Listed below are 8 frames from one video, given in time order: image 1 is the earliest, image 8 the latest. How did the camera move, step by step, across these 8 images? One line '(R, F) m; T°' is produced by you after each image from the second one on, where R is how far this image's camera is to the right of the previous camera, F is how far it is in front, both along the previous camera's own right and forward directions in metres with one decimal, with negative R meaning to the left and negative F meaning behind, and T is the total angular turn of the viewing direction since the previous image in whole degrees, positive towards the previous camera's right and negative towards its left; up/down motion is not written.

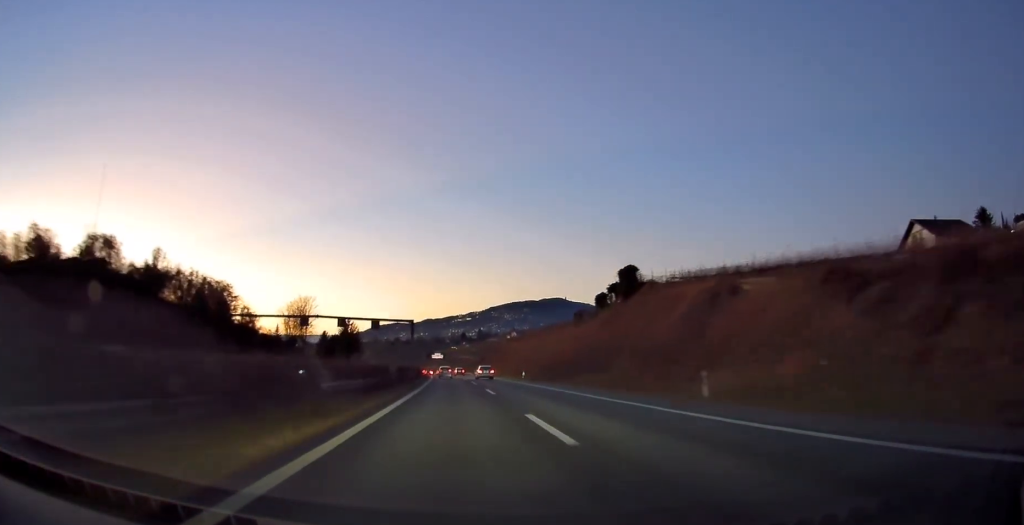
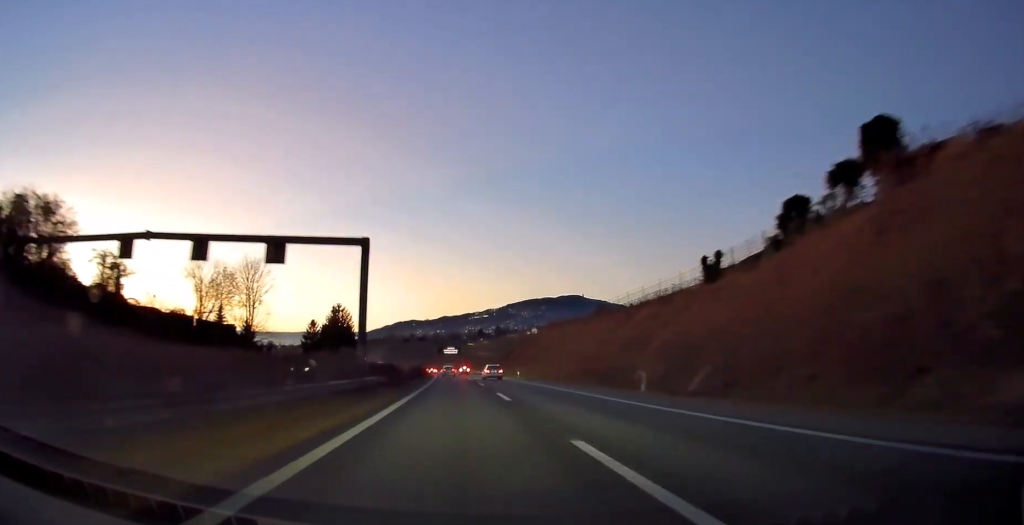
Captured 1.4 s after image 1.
(-0.3, +41.8) m; 0°
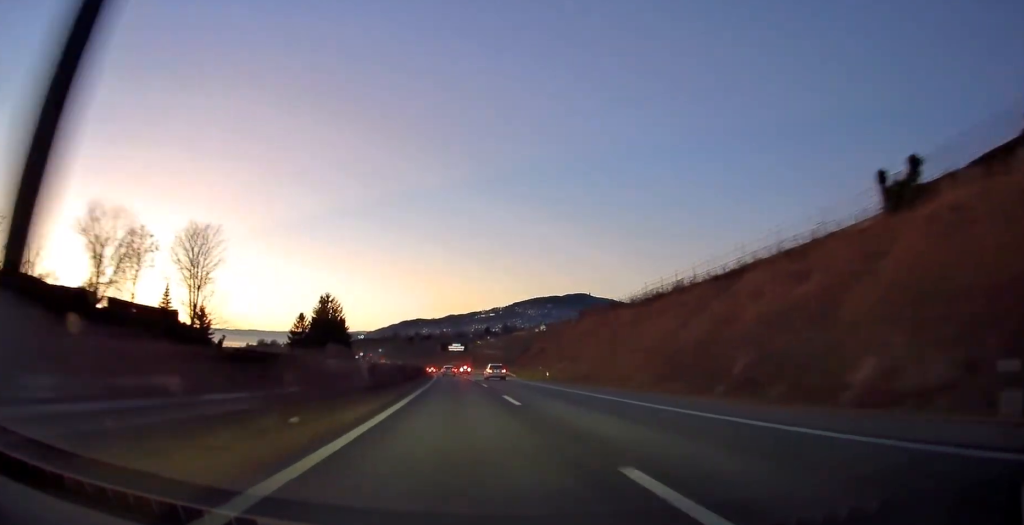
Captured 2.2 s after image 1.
(-0.1, +21.7) m; -1°
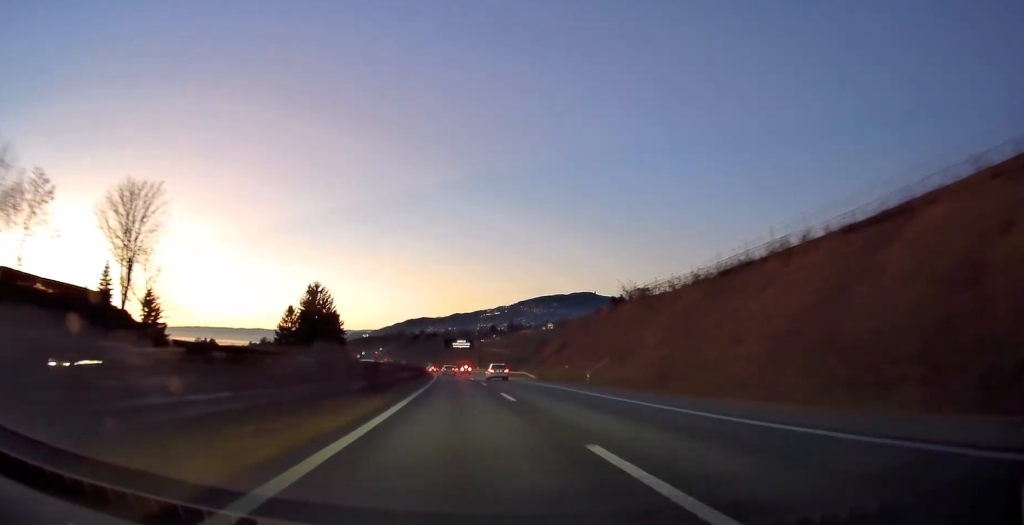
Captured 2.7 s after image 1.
(0.0, +15.8) m; -1°
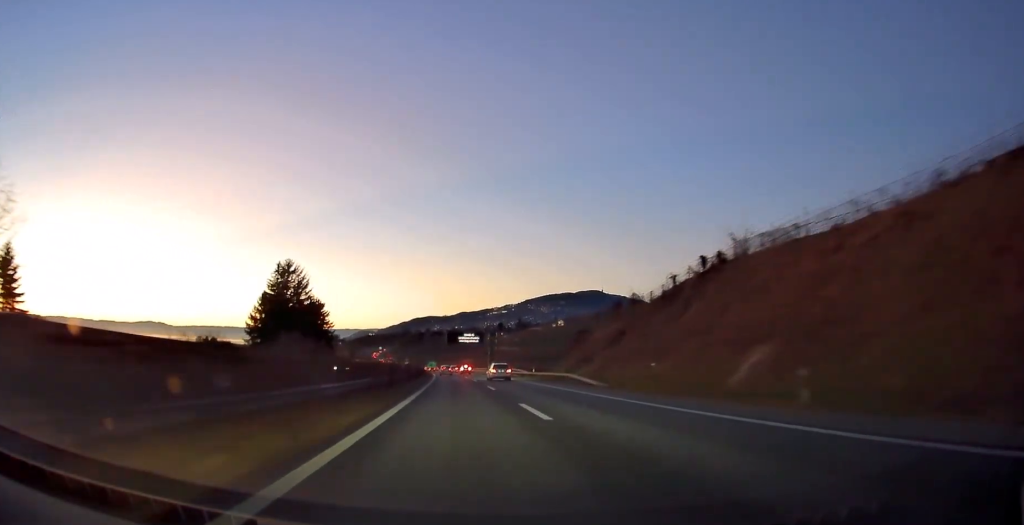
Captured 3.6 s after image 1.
(-0.3, +26.7) m; -1°
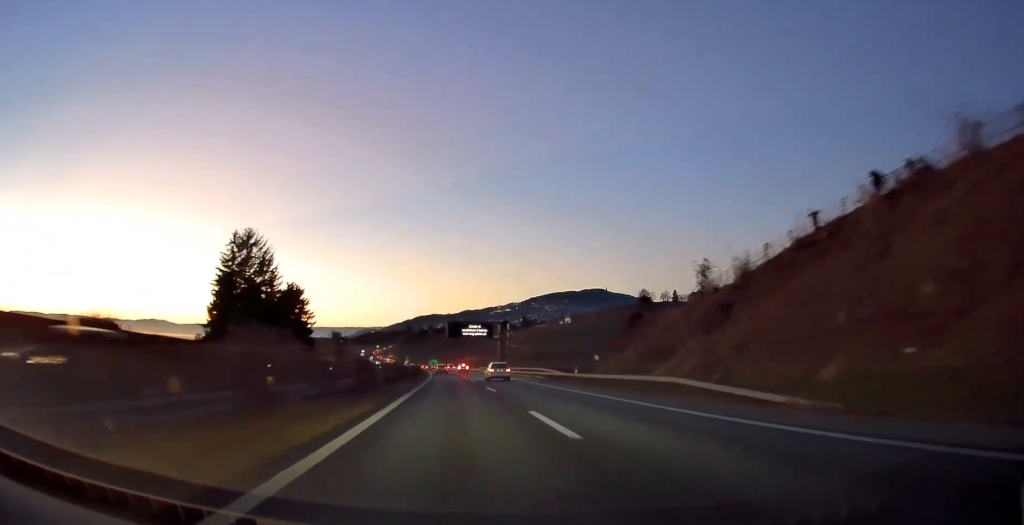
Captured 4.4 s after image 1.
(0.0, +22.6) m; -1°
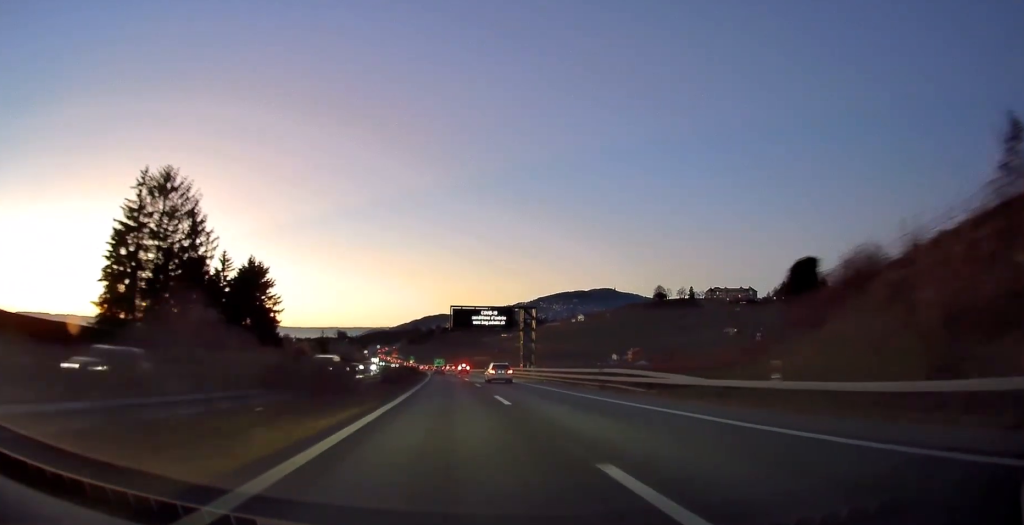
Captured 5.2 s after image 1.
(-0.3, +25.5) m; -1°
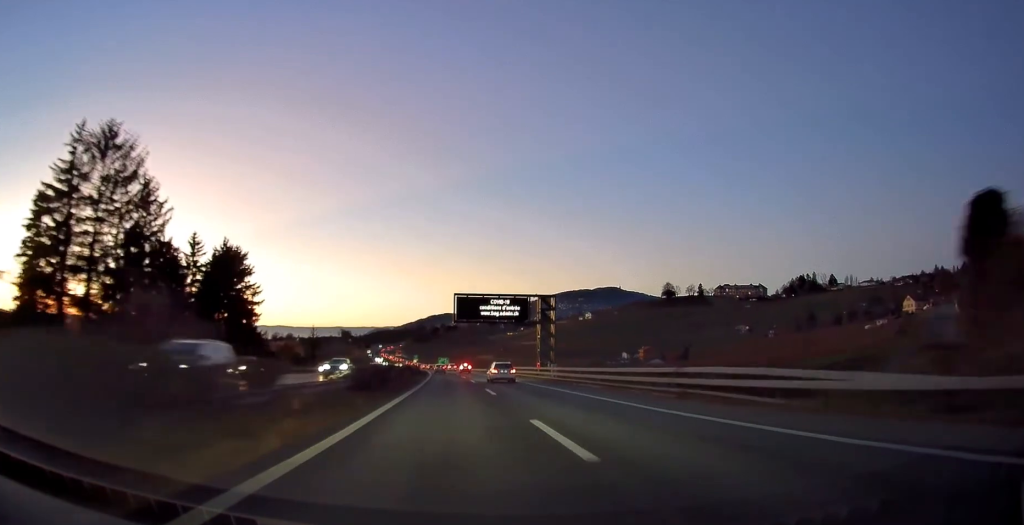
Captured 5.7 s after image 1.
(-0.1, +12.7) m; 0°
